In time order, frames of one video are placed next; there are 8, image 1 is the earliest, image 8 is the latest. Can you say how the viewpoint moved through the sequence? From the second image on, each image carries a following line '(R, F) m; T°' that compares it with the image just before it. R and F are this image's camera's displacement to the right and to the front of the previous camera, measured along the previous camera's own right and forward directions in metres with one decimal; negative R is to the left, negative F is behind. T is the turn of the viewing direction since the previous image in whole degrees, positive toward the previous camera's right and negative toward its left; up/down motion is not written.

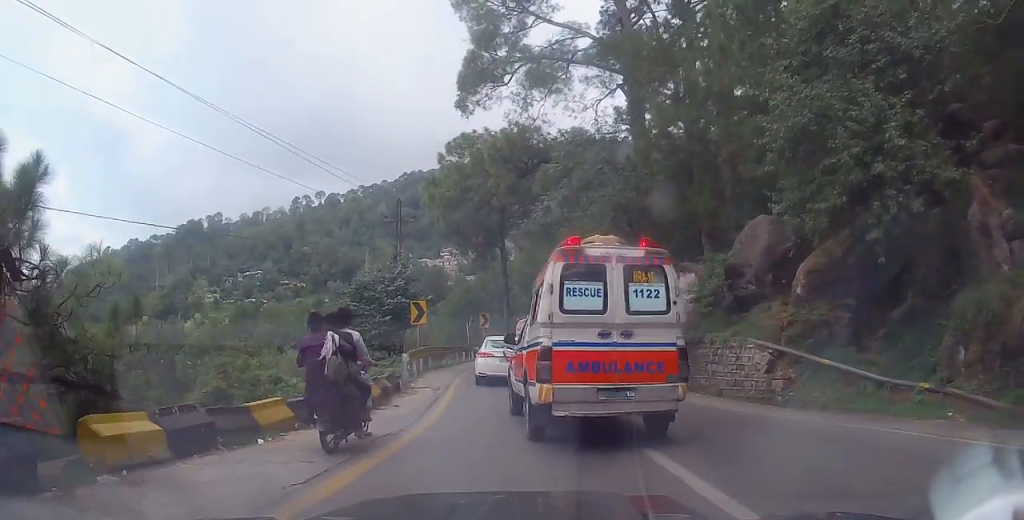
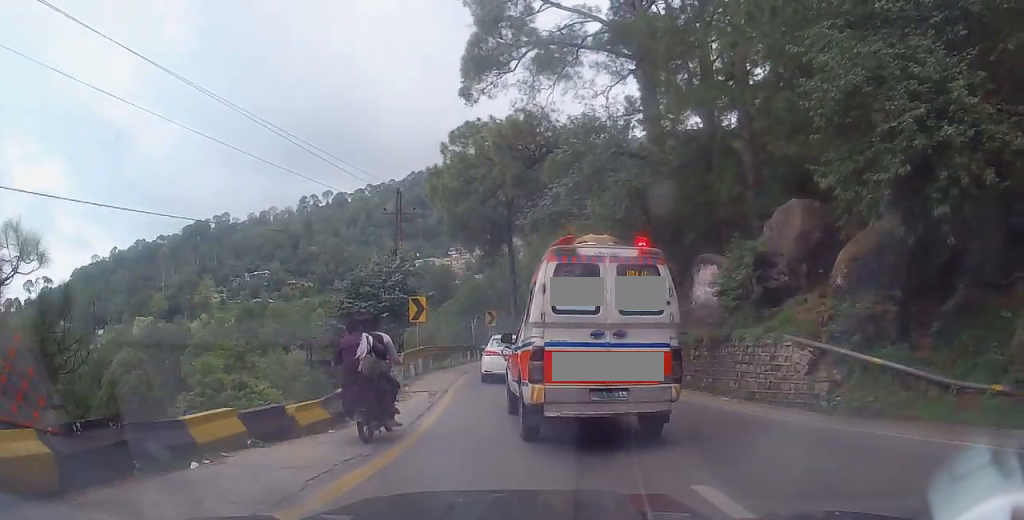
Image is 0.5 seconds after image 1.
(0.0, +1.9) m; -1°
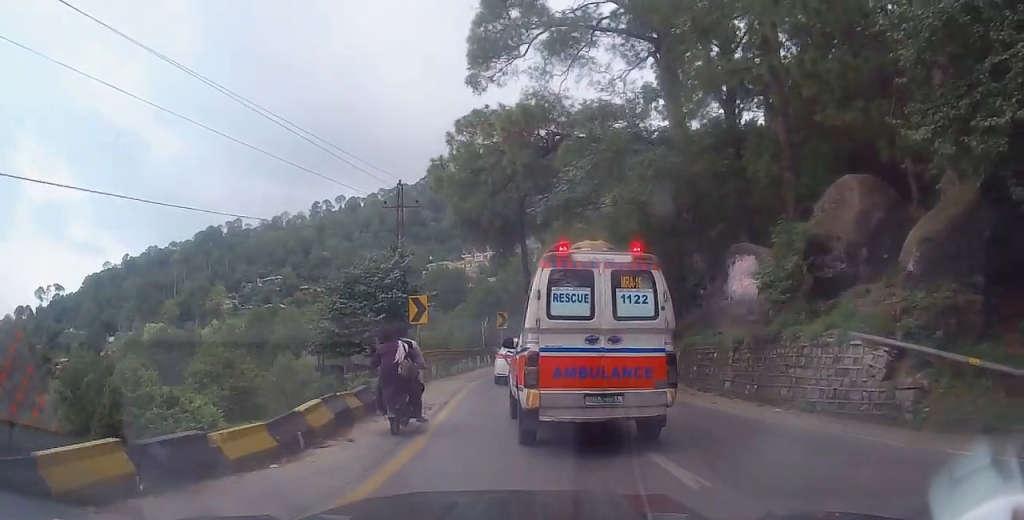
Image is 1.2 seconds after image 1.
(+0.1, +2.6) m; -3°
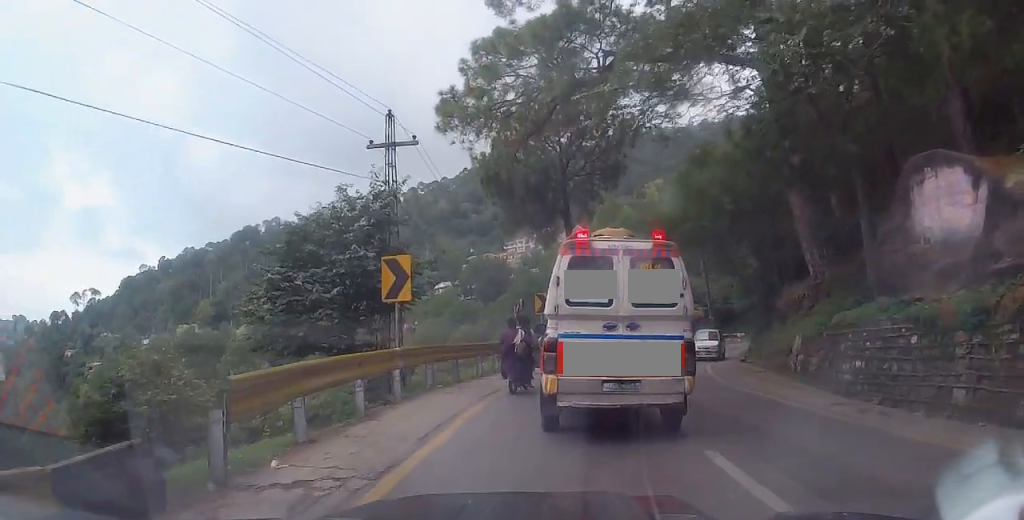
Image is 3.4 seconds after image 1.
(-1.5, +8.7) m; -9°
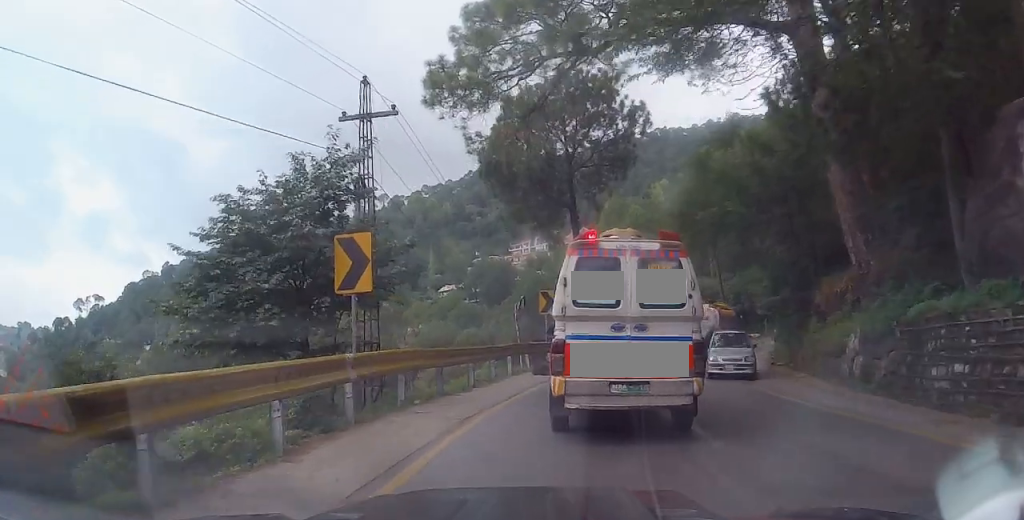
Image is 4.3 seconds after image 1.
(+0.1, +3.2) m; +5°
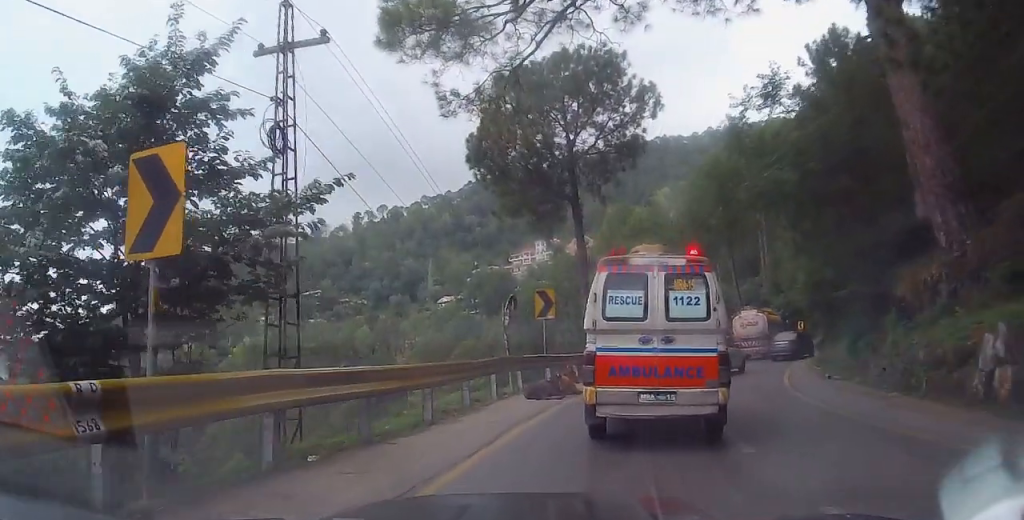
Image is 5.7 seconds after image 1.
(-0.1, +5.0) m; -5°
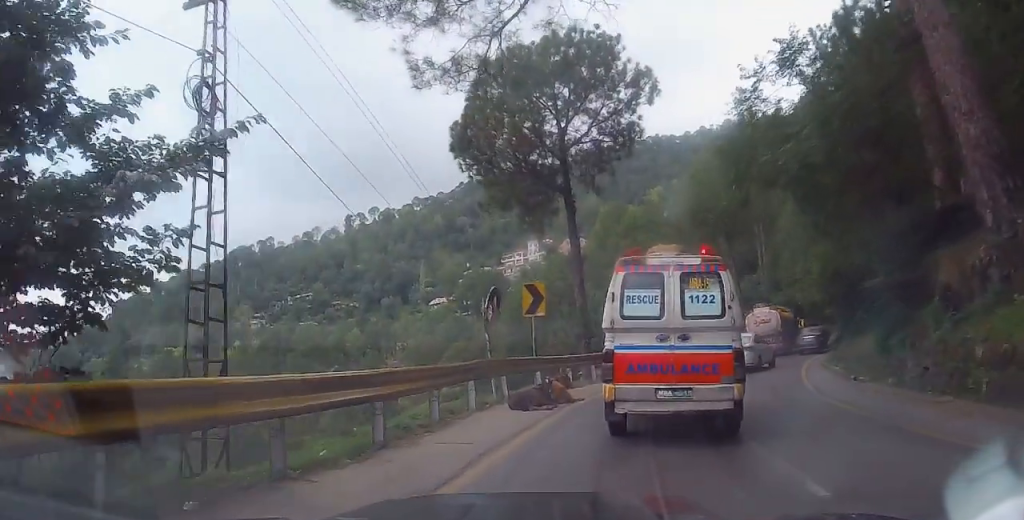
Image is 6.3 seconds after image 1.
(-0.2, +2.1) m; 0°
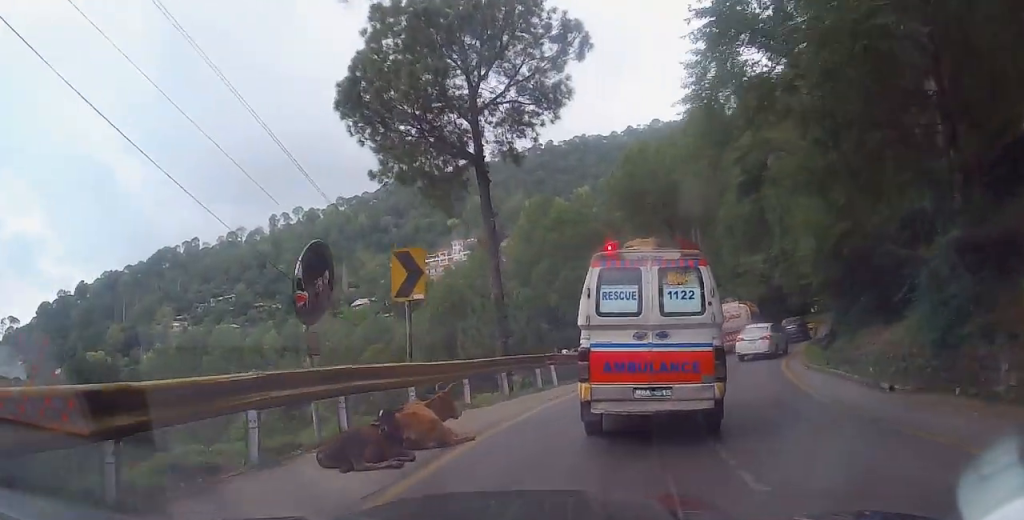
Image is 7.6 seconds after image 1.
(+0.9, +5.8) m; +13°
